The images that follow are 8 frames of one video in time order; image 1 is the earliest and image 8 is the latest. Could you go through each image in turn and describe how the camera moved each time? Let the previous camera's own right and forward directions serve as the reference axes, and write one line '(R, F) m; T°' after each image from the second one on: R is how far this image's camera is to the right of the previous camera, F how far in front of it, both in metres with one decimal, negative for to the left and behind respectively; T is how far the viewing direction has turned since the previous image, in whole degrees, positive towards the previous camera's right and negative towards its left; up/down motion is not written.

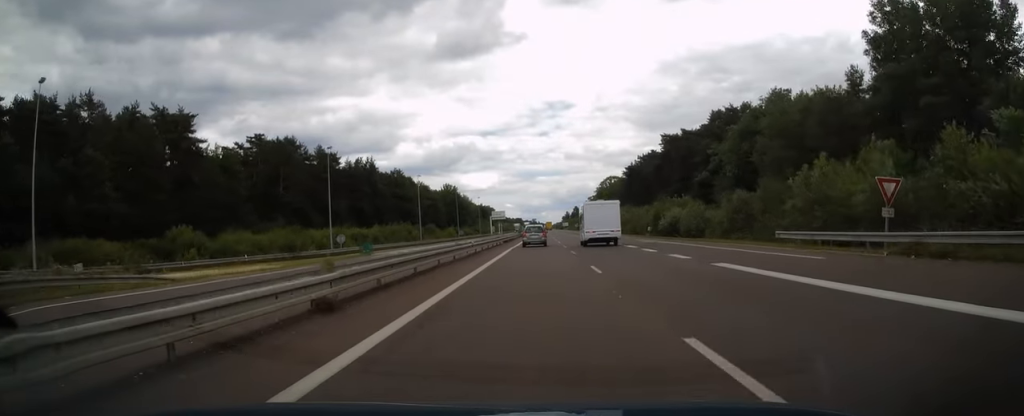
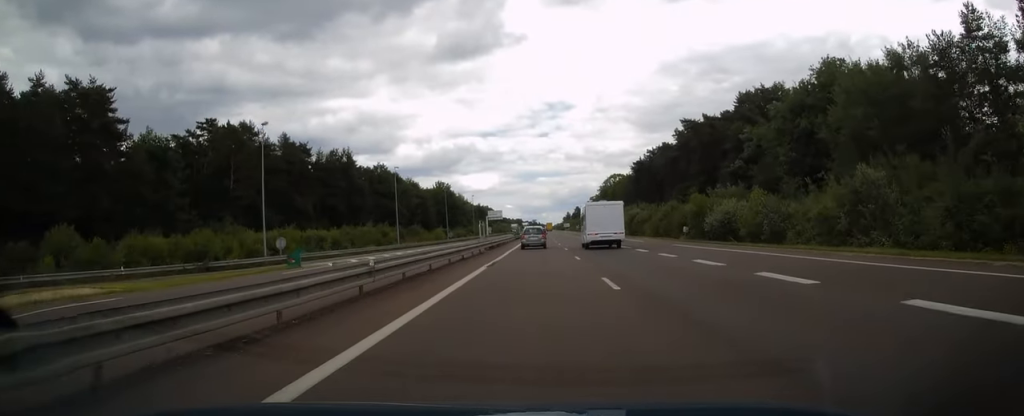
(+0.1, +17.3) m; 0°
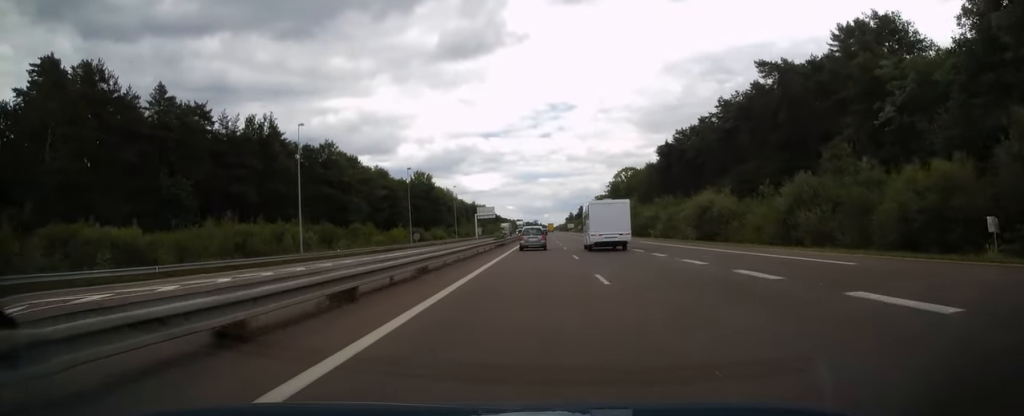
(-0.2, +37.7) m; 0°
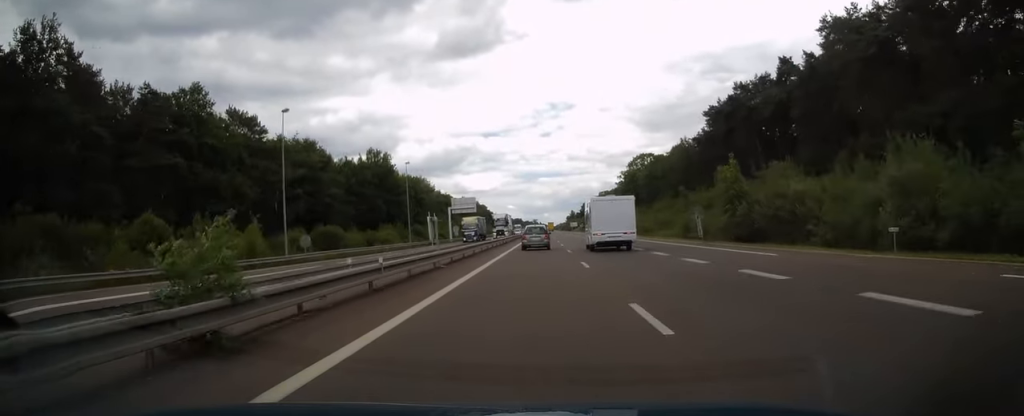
(-0.2, +46.7) m; 0°
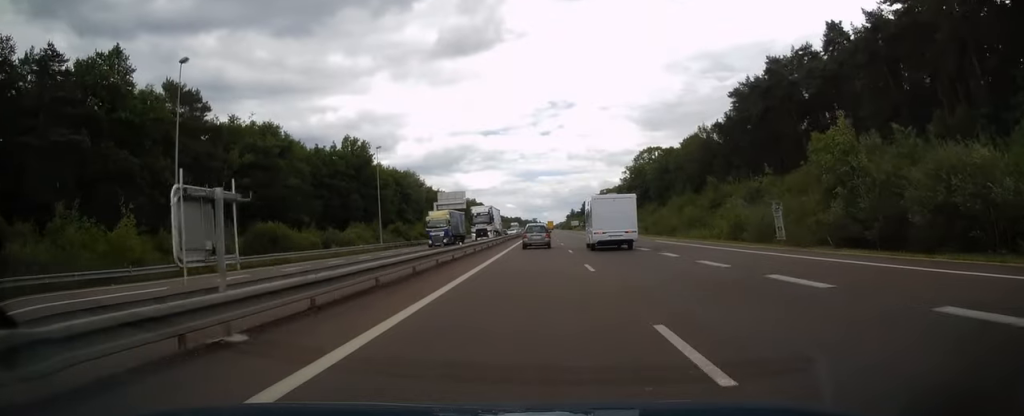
(0.0, +15.5) m; 0°
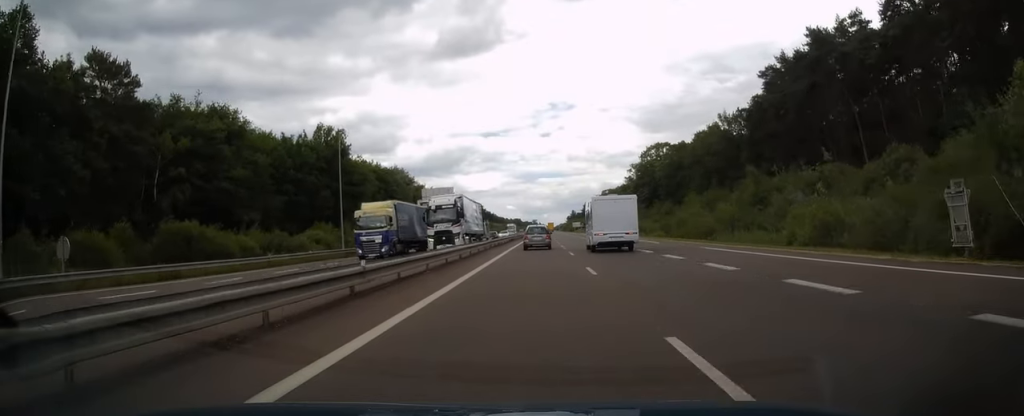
(+0.1, +13.9) m; 0°
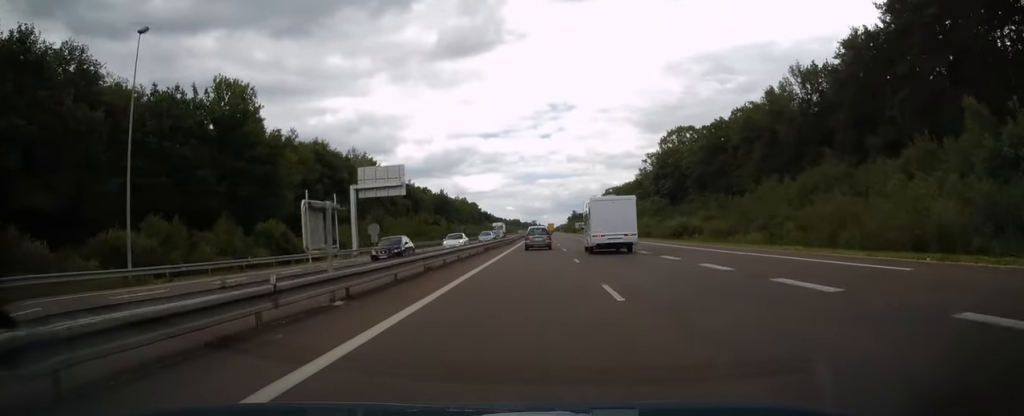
(-0.1, +31.9) m; 0°
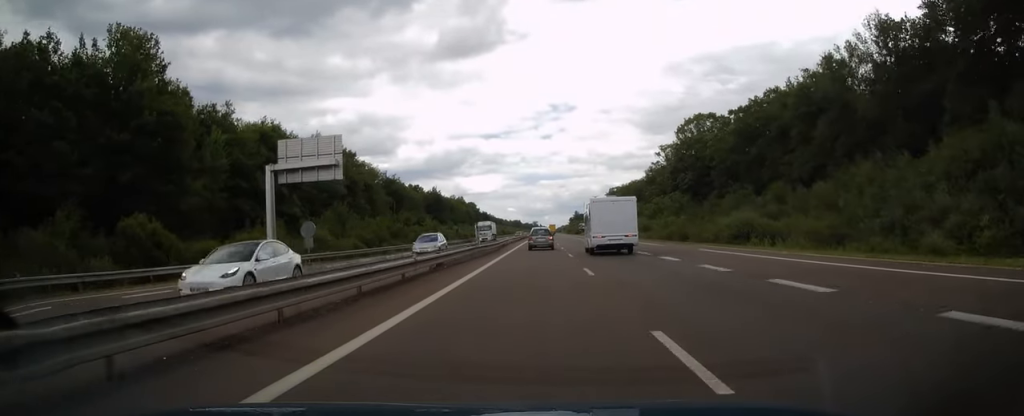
(-0.1, +19.0) m; 0°
